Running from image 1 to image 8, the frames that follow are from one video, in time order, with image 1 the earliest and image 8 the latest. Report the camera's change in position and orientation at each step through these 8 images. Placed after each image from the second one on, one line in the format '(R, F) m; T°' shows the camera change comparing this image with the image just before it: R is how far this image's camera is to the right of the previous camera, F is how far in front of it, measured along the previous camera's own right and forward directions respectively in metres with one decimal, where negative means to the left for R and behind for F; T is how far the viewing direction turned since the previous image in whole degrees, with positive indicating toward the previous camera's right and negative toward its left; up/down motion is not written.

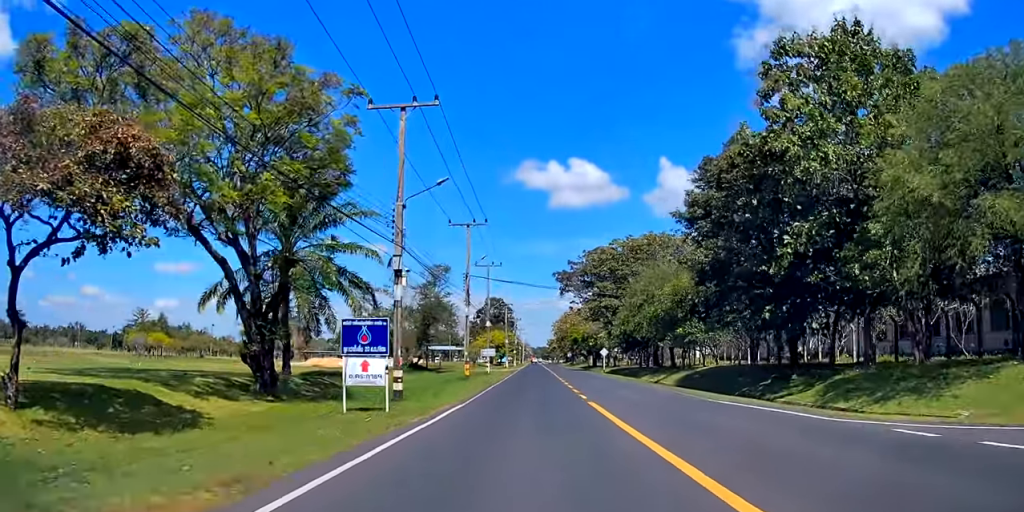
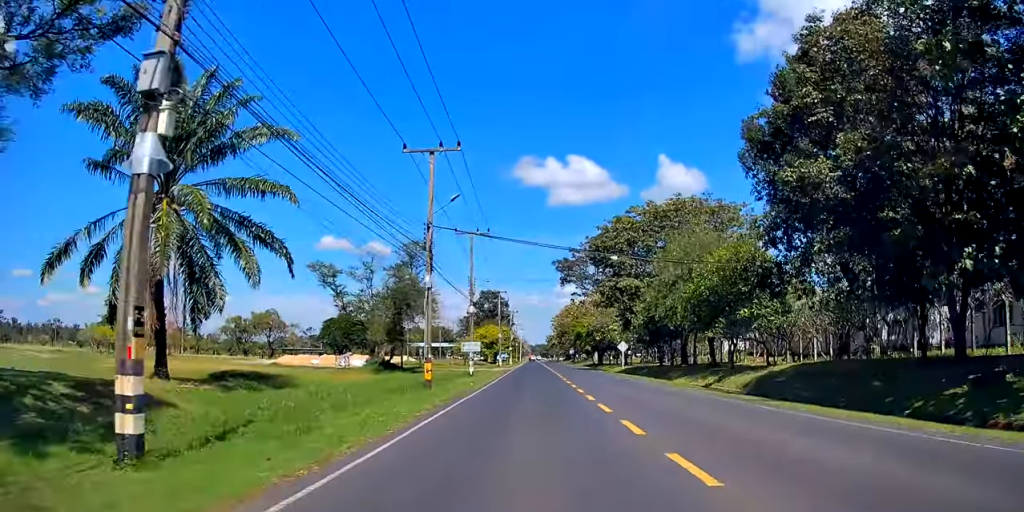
(+0.1, +14.1) m; +1°
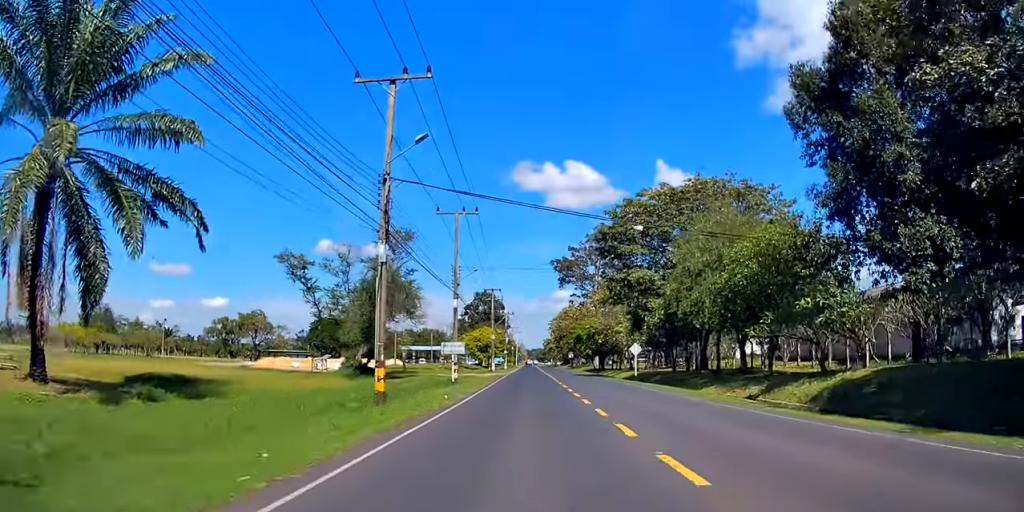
(0.0, +7.9) m; +1°
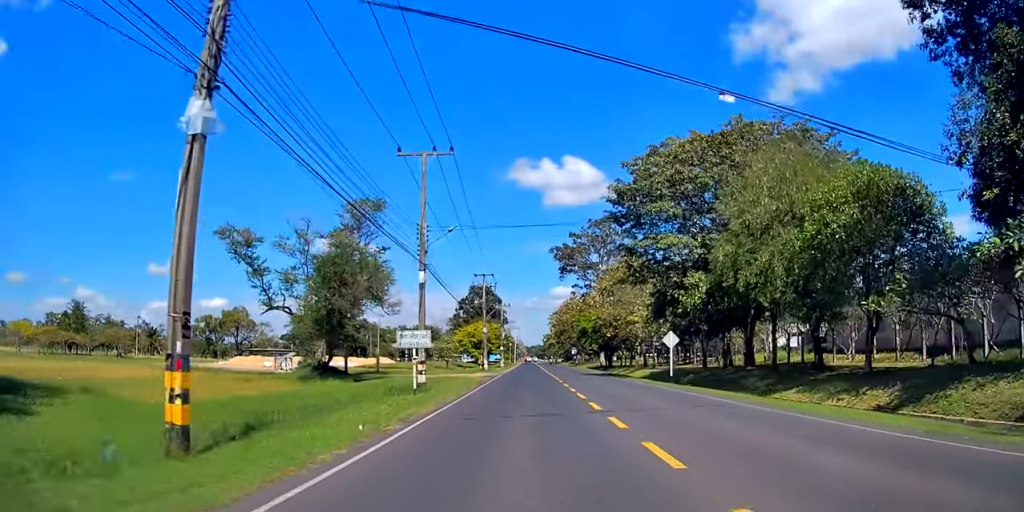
(+0.2, +10.9) m; -1°
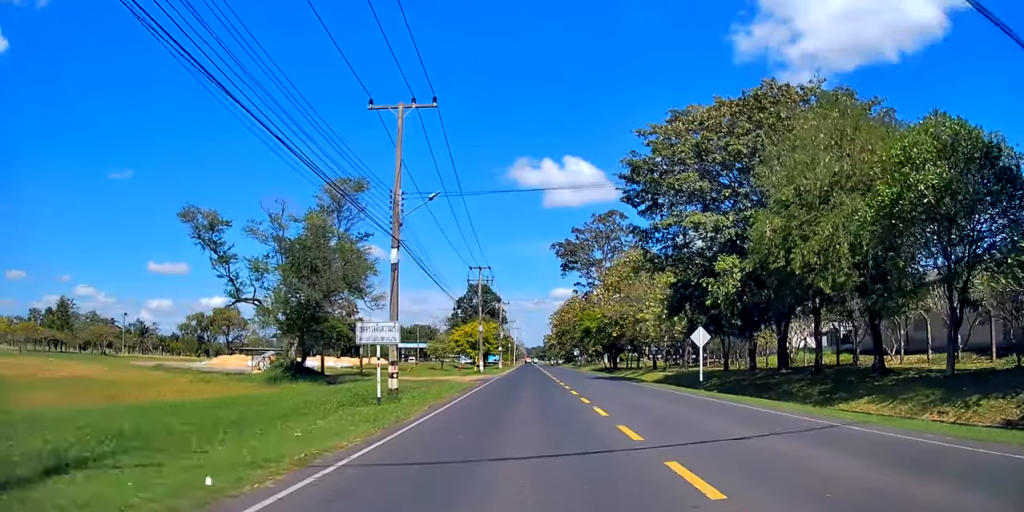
(-0.1, +5.7) m; -1°
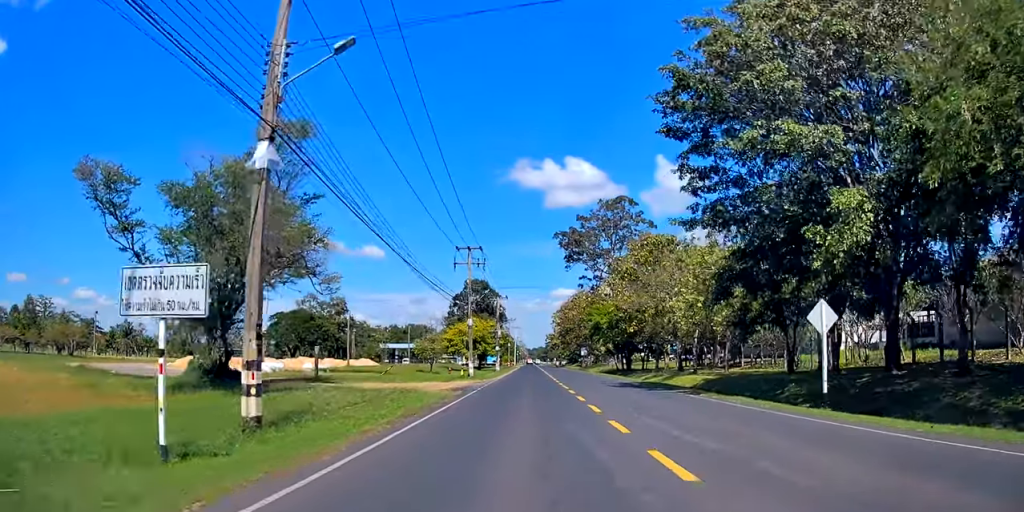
(-0.2, +10.7) m; -2°
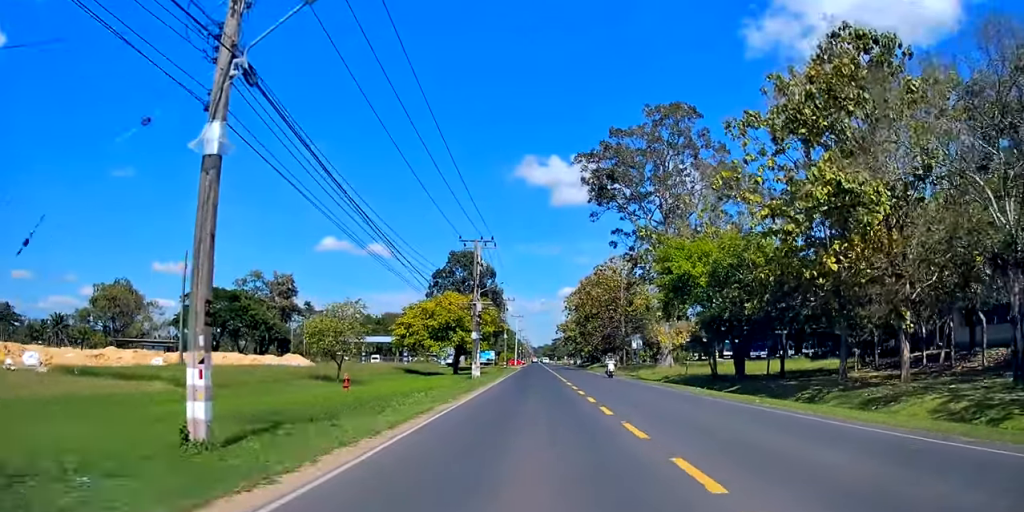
(-1.7, +40.6) m; +1°
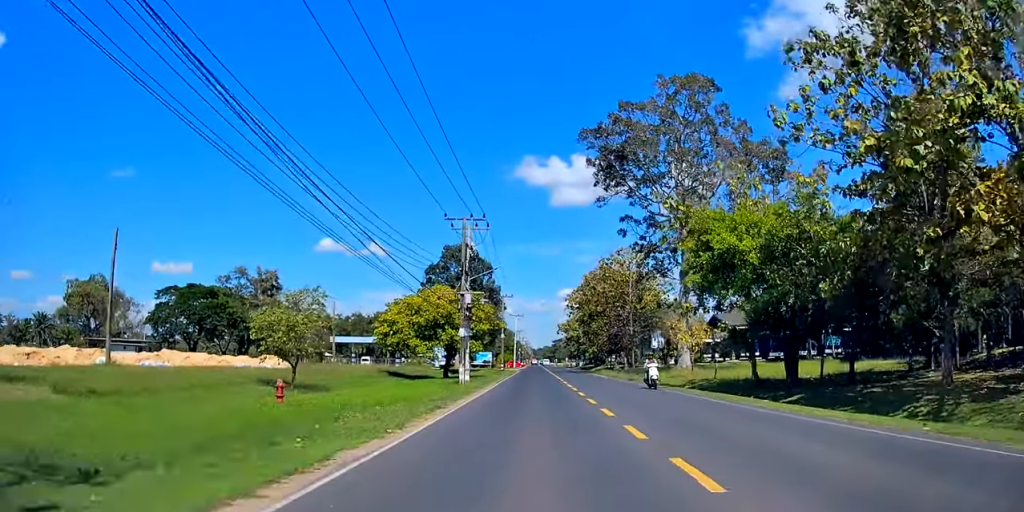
(+0.4, +7.9) m; +2°
